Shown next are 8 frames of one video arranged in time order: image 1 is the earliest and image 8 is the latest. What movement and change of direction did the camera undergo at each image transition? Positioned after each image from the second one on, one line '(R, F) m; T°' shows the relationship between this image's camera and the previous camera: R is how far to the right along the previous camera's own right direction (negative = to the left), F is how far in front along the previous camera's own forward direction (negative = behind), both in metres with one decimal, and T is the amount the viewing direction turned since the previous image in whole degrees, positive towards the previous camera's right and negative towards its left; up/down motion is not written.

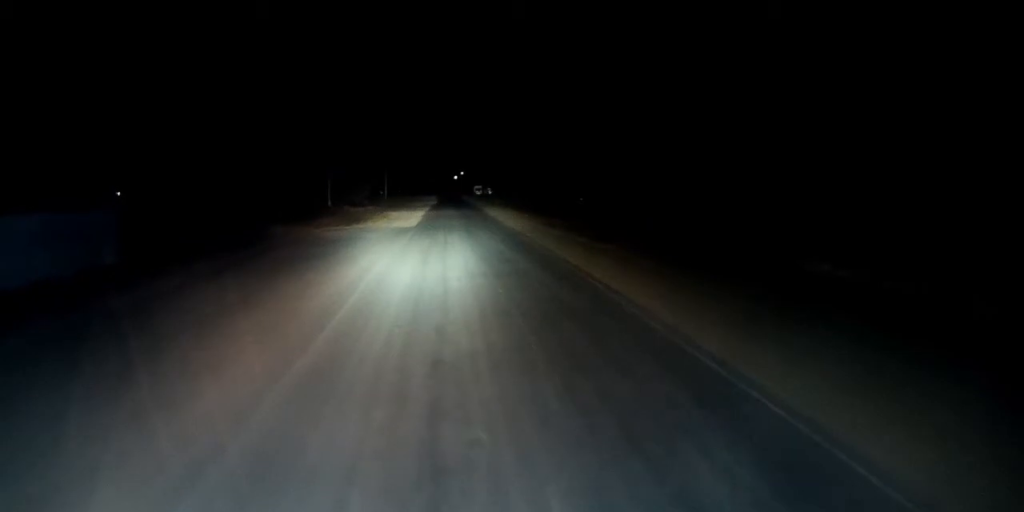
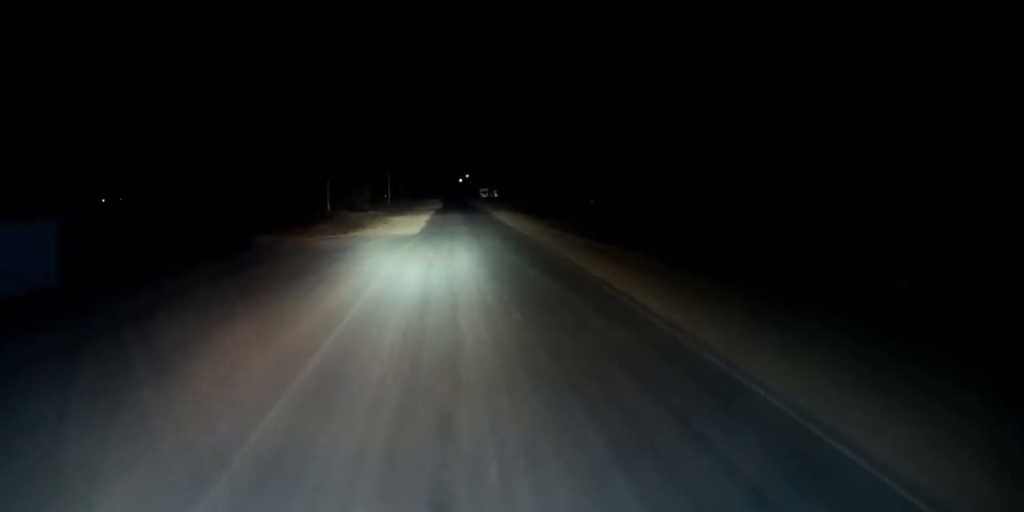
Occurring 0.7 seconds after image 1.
(+0.1, +5.8) m; 0°
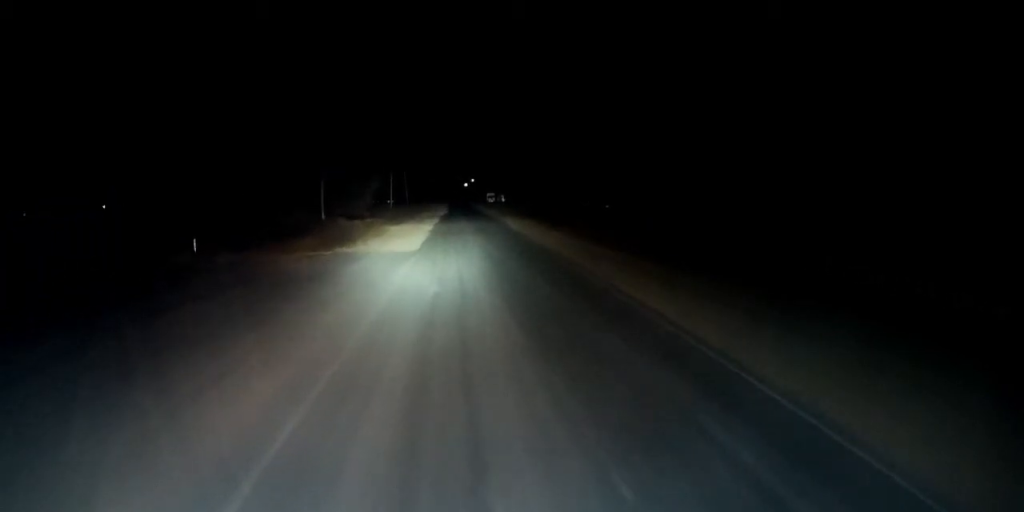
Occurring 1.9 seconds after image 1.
(-0.1, +9.8) m; -1°
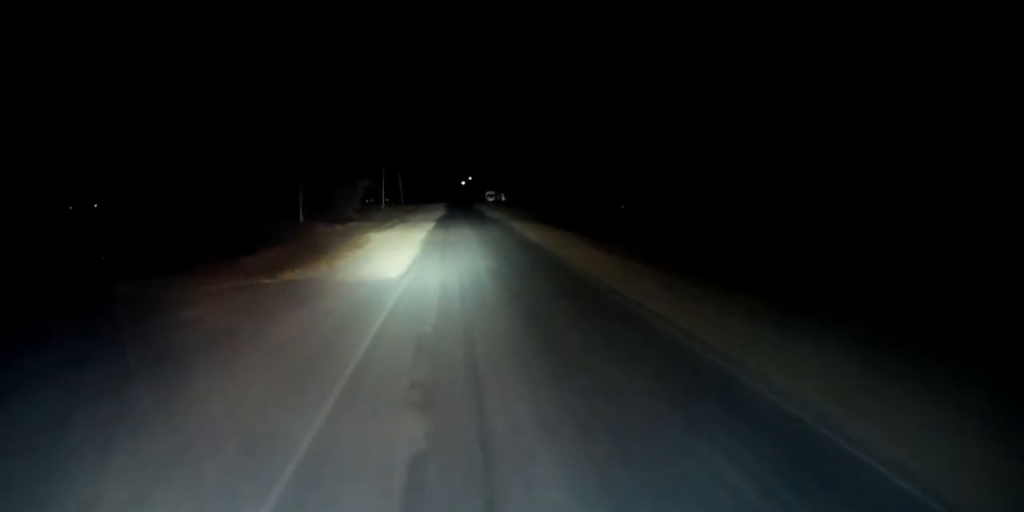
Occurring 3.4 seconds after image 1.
(-0.1, +13.6) m; 0°
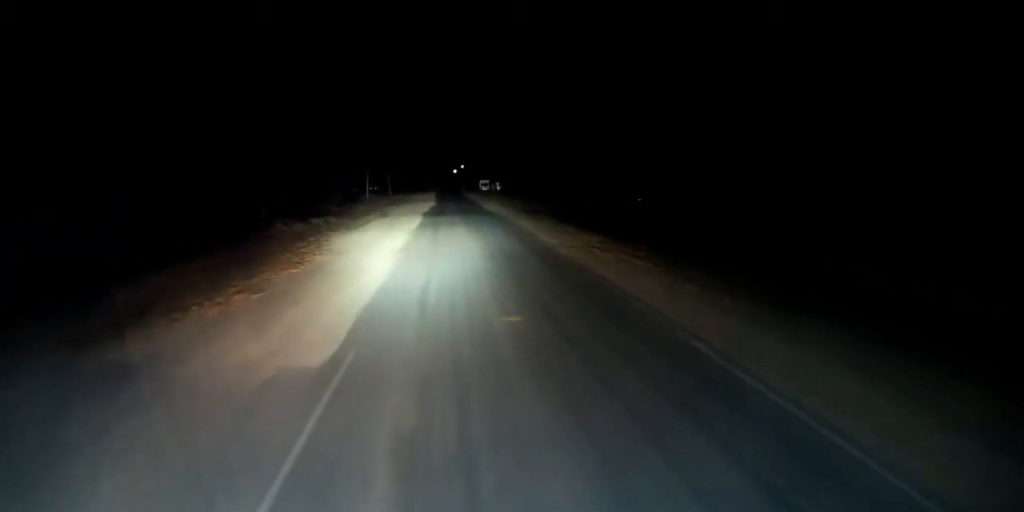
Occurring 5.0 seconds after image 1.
(0.0, +15.5) m; 0°
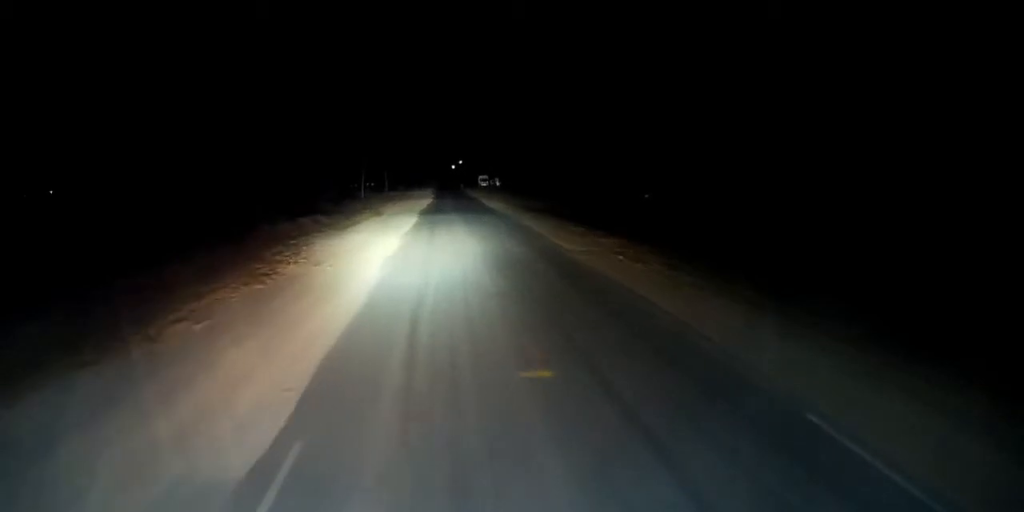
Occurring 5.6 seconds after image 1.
(0.0, +5.1) m; 0°
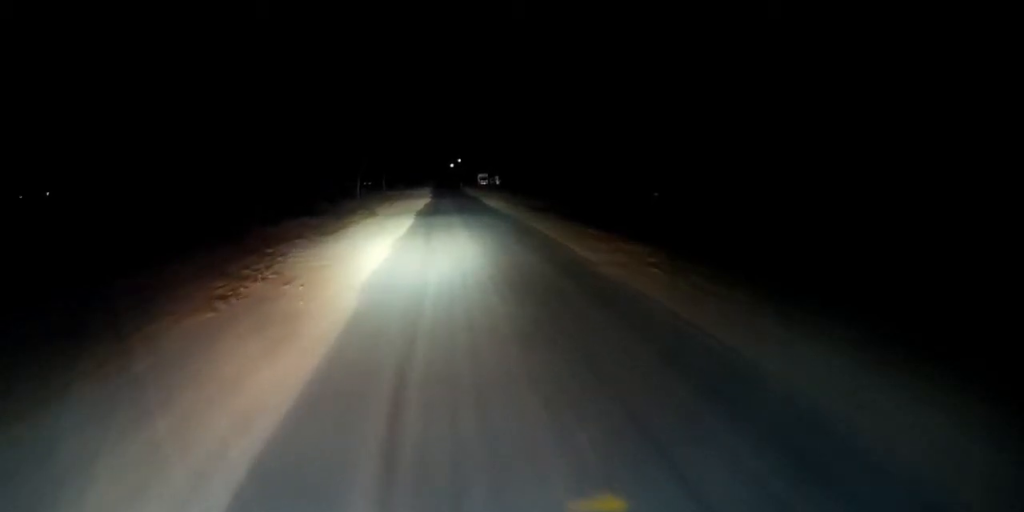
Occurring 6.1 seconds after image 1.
(0.0, +4.8) m; 0°
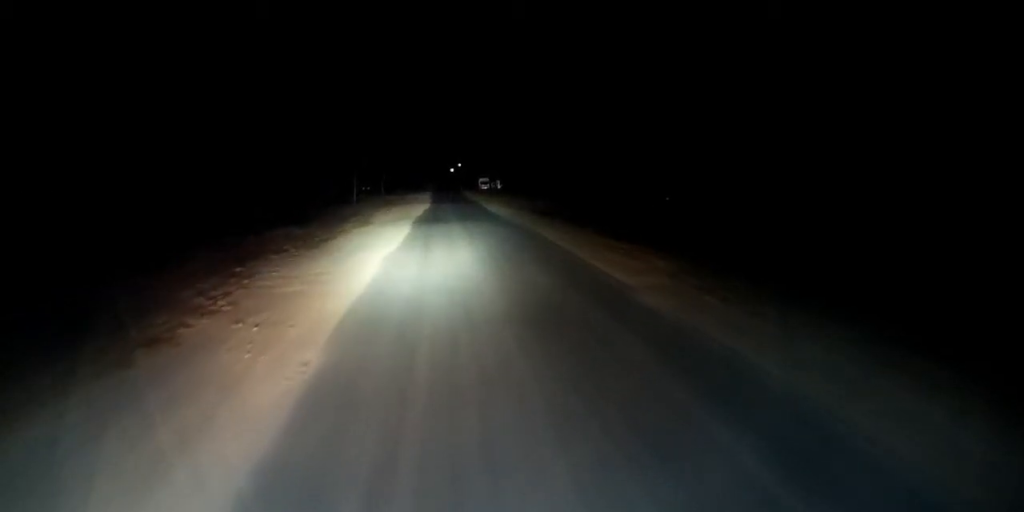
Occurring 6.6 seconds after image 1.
(0.0, +5.2) m; 0°
